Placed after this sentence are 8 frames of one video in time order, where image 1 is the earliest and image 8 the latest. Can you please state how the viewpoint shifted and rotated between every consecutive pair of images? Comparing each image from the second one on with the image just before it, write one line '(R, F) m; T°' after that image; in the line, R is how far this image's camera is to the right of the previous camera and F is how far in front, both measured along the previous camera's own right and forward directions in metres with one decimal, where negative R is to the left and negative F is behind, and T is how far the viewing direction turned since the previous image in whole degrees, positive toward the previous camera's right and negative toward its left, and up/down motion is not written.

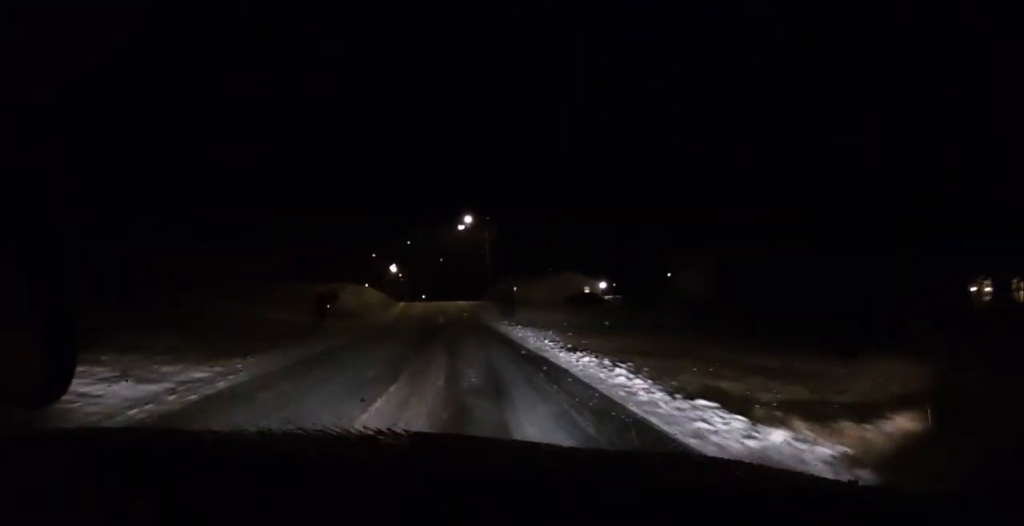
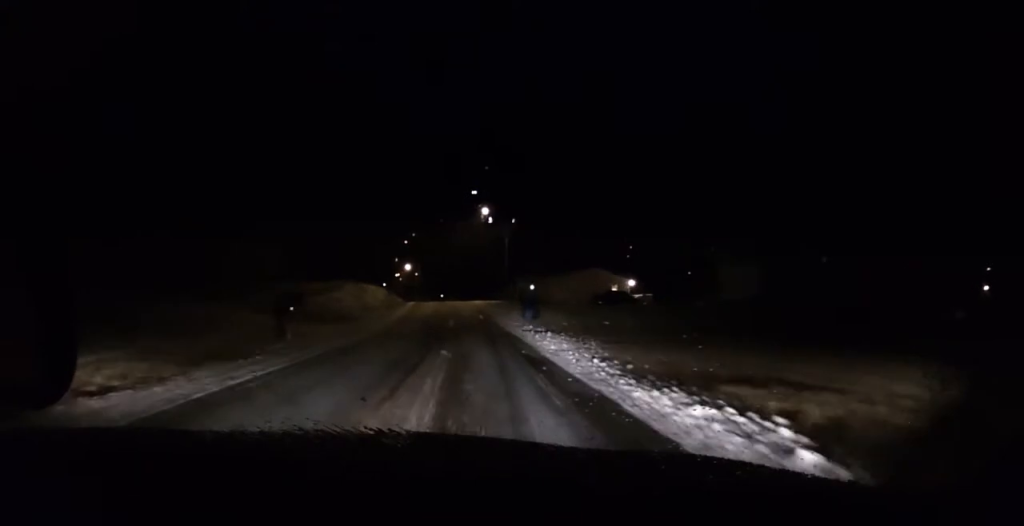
(0.0, +6.0) m; 0°
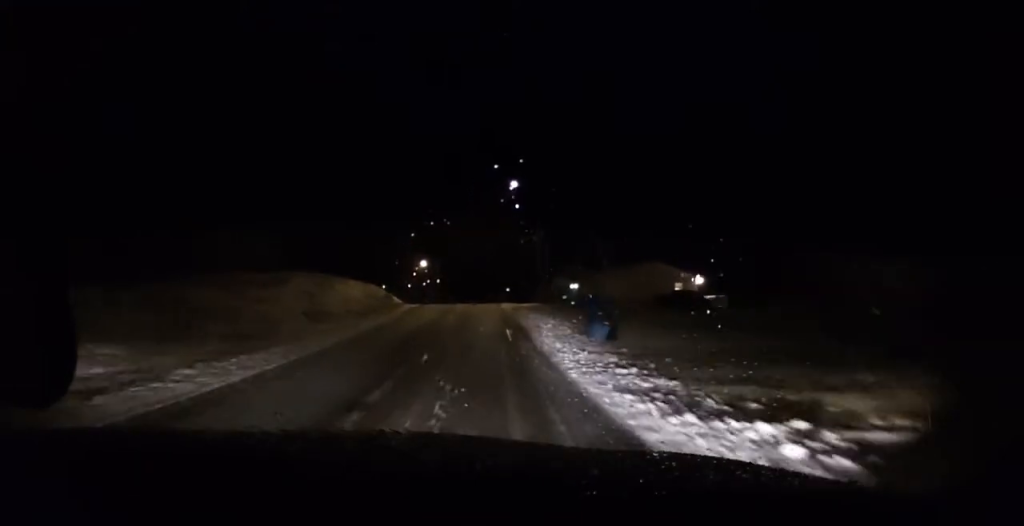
(0.0, +15.4) m; 0°
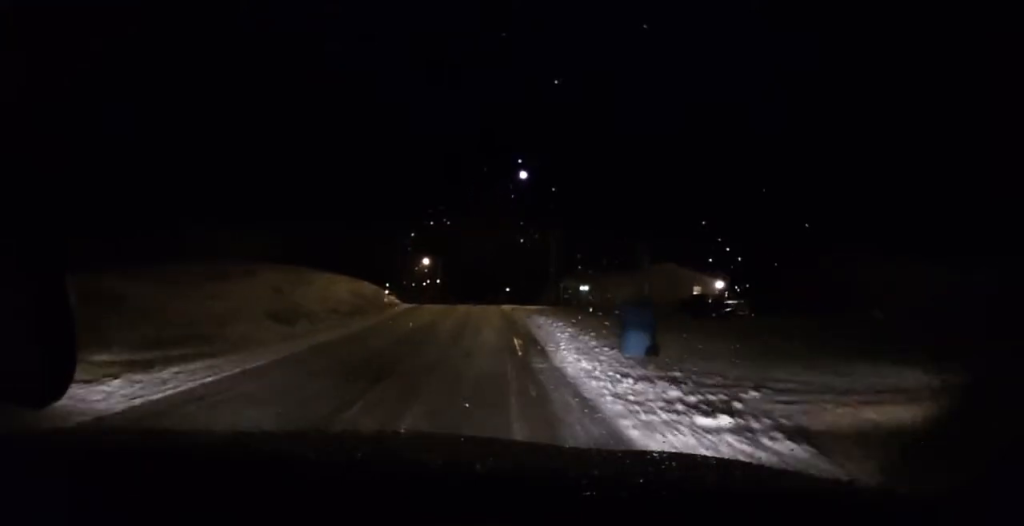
(0.0, +4.0) m; 0°
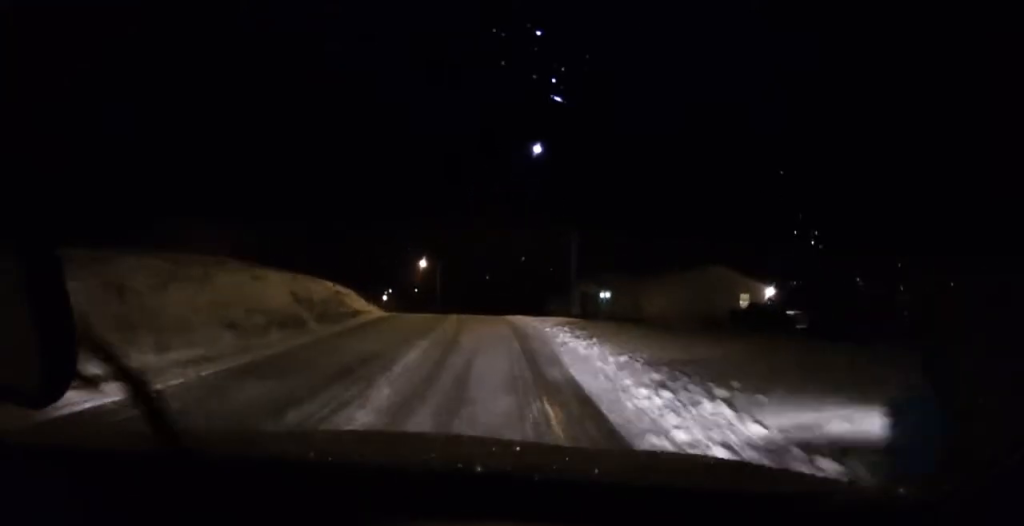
(0.0, +9.4) m; -1°
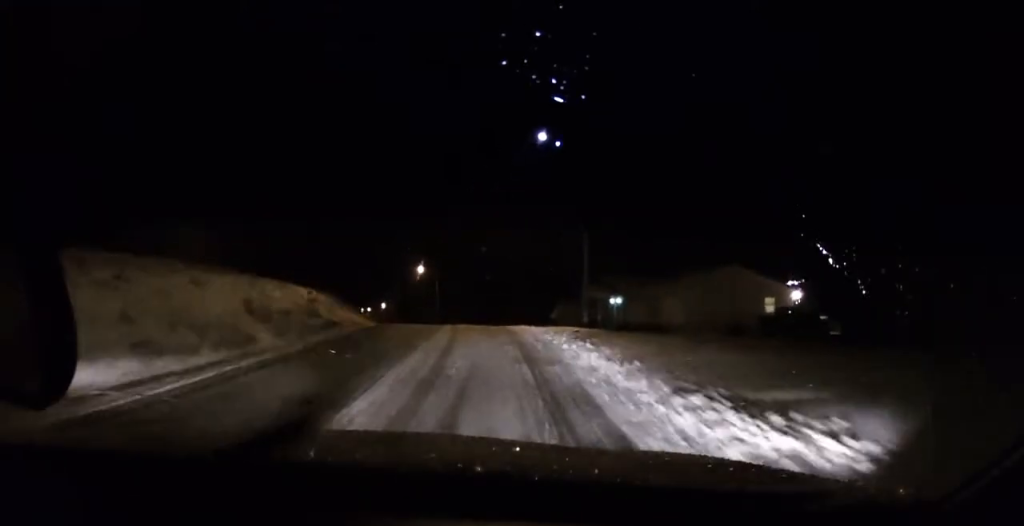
(+0.1, +3.9) m; -2°
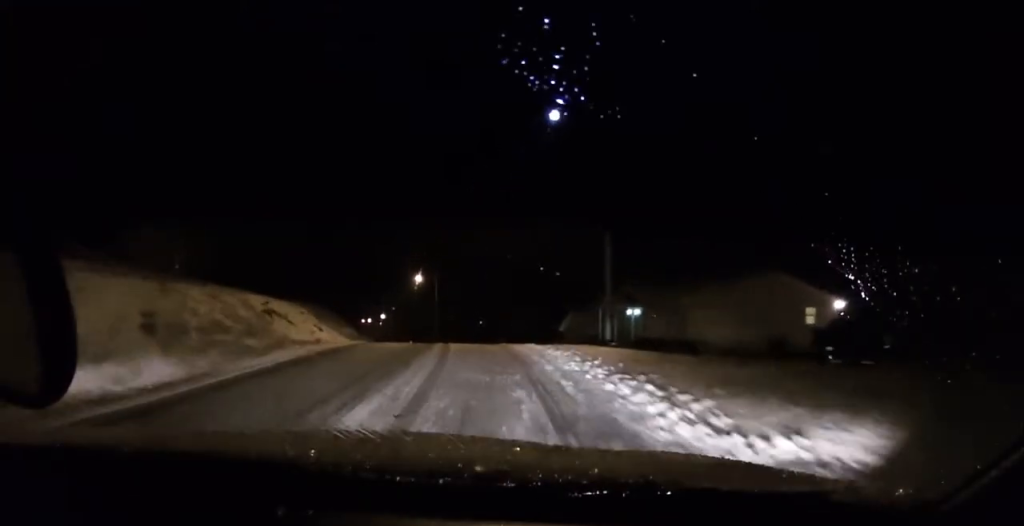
(-0.2, +5.2) m; -2°
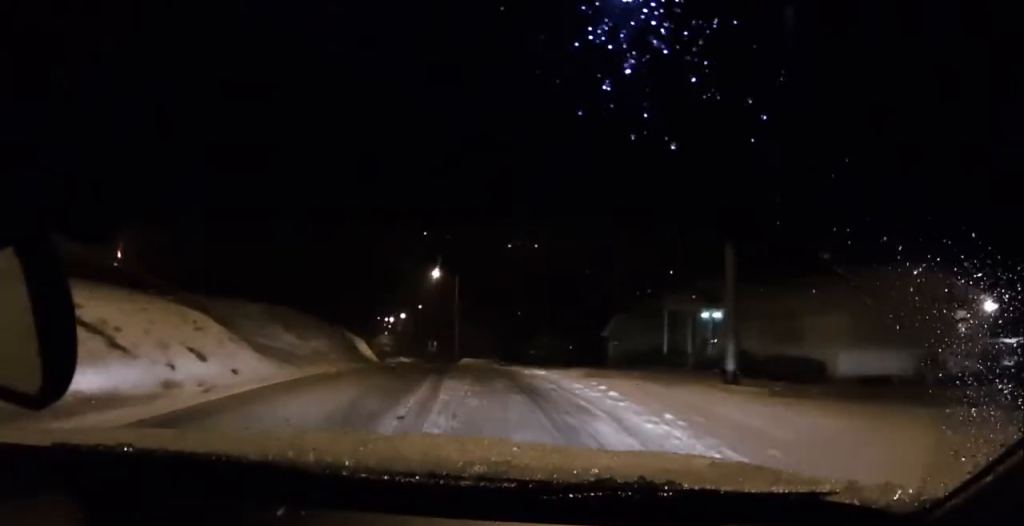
(-0.2, +11.2) m; -4°
